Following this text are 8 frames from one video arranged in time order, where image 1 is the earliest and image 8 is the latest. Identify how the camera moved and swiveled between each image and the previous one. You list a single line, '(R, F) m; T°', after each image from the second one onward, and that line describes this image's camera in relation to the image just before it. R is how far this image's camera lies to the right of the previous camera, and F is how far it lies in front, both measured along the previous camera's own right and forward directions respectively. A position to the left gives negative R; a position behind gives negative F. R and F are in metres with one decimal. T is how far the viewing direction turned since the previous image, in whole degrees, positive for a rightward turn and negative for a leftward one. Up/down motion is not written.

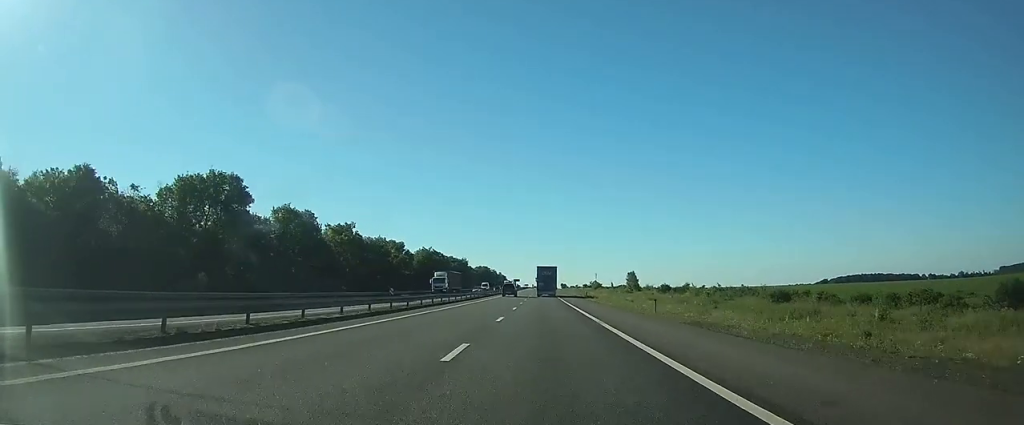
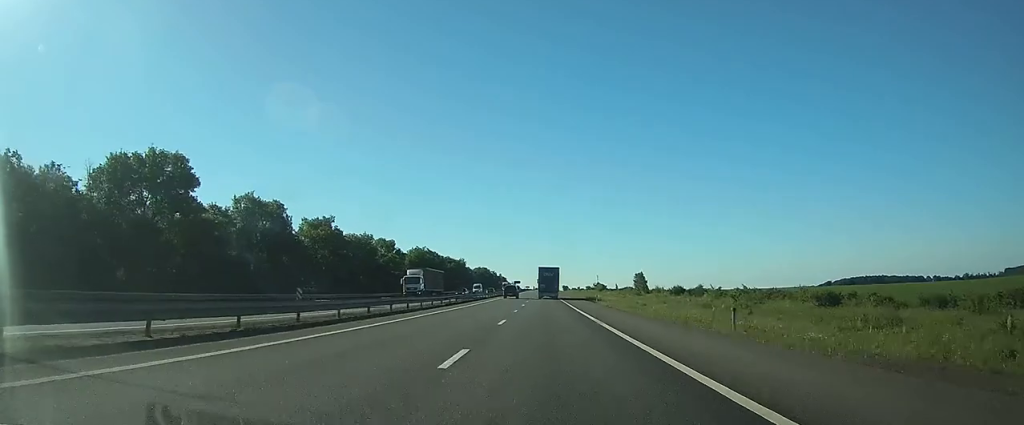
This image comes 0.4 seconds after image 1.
(0.0, +12.7) m; 0°
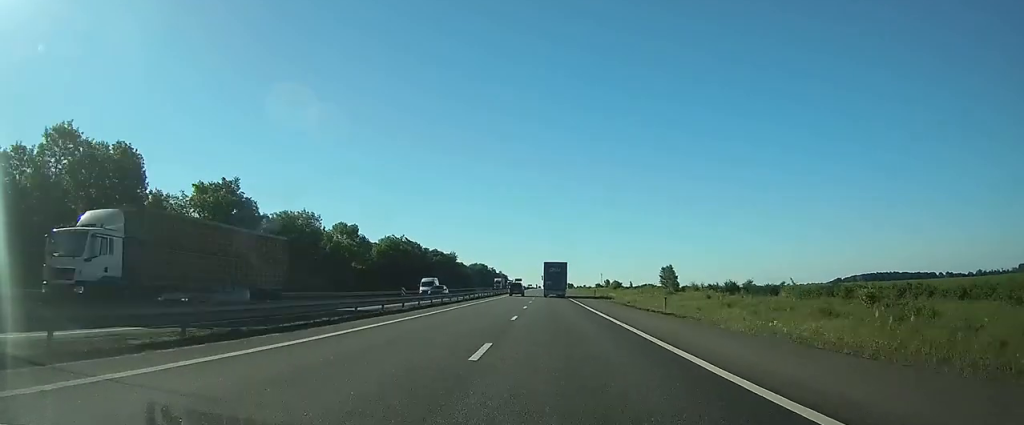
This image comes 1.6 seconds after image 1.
(-0.2, +35.2) m; -1°
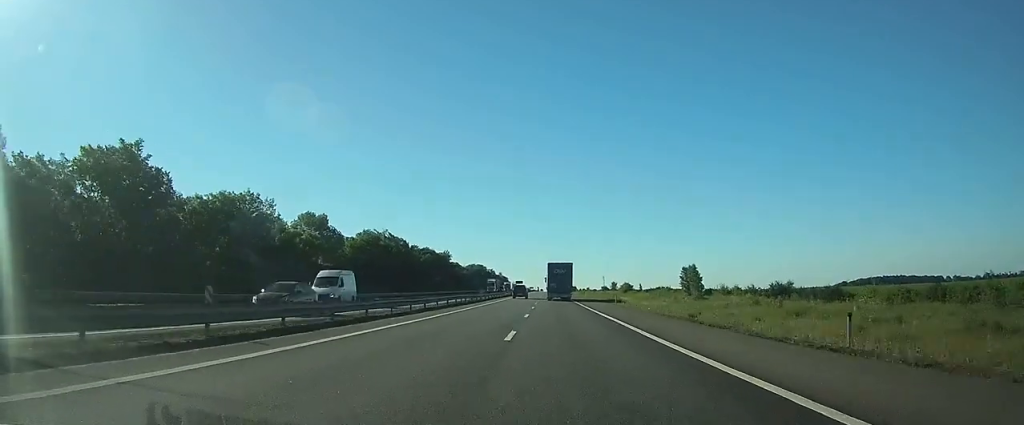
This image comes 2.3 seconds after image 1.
(0.0, +19.5) m; 0°
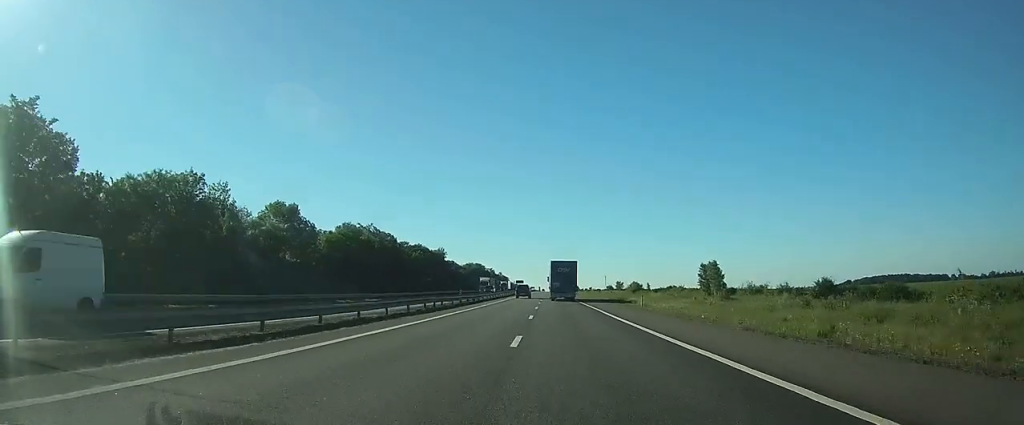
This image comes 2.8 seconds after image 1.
(0.0, +13.7) m; 0°
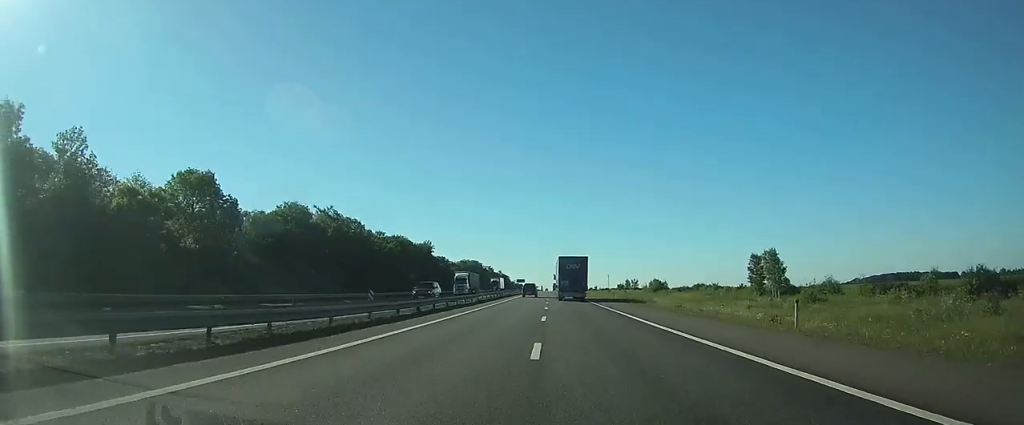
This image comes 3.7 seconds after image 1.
(0.0, +26.4) m; 0°
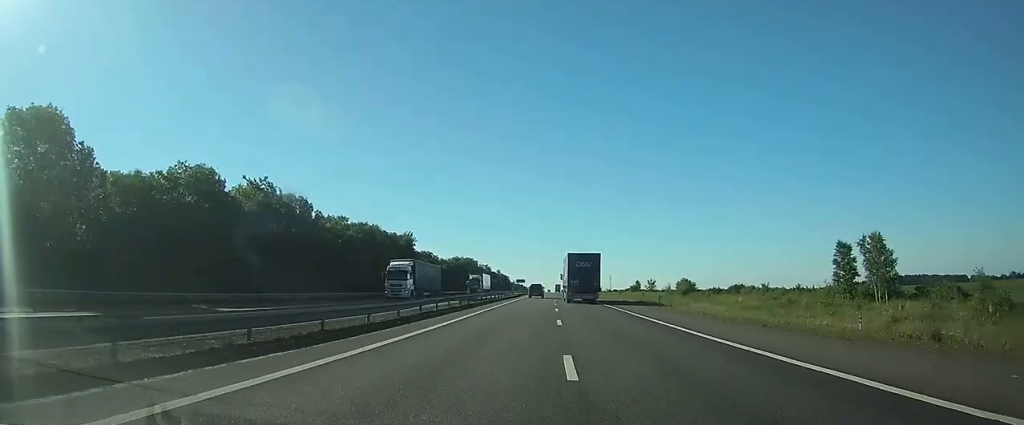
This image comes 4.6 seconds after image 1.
(0.0, +26.3) m; 0°
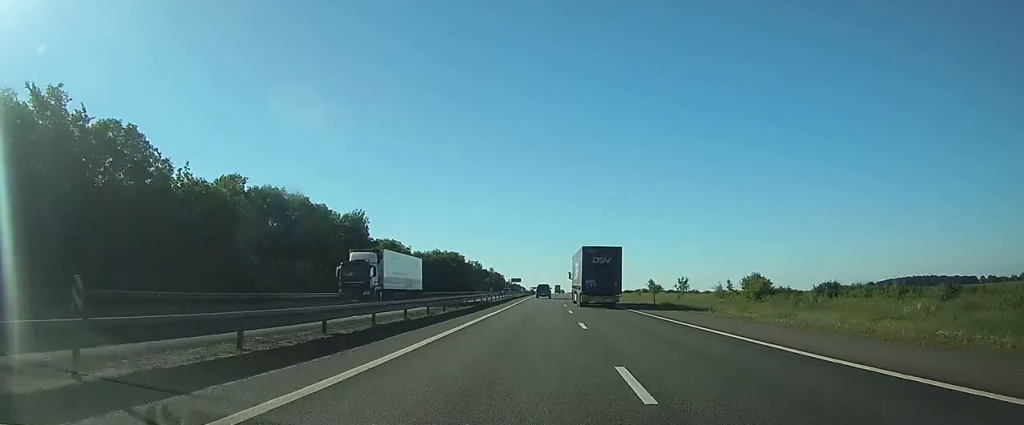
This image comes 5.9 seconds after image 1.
(0.0, +37.9) m; 0°
